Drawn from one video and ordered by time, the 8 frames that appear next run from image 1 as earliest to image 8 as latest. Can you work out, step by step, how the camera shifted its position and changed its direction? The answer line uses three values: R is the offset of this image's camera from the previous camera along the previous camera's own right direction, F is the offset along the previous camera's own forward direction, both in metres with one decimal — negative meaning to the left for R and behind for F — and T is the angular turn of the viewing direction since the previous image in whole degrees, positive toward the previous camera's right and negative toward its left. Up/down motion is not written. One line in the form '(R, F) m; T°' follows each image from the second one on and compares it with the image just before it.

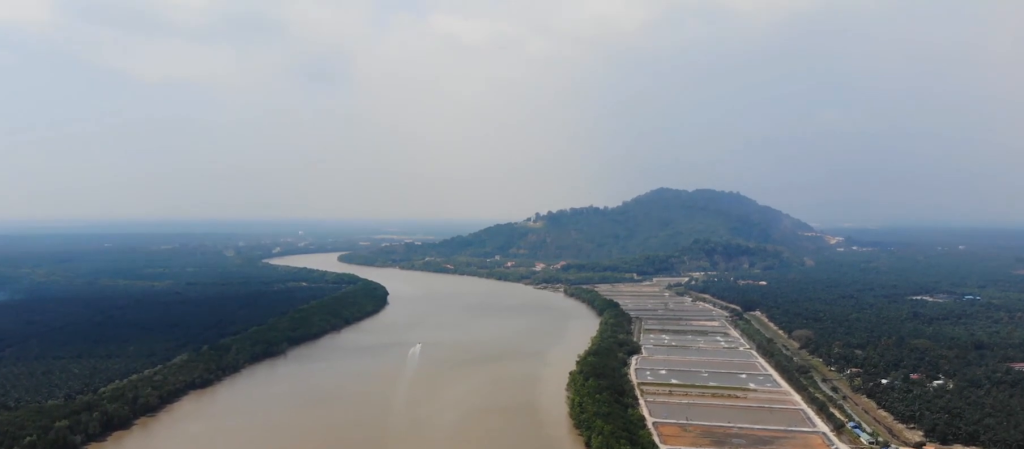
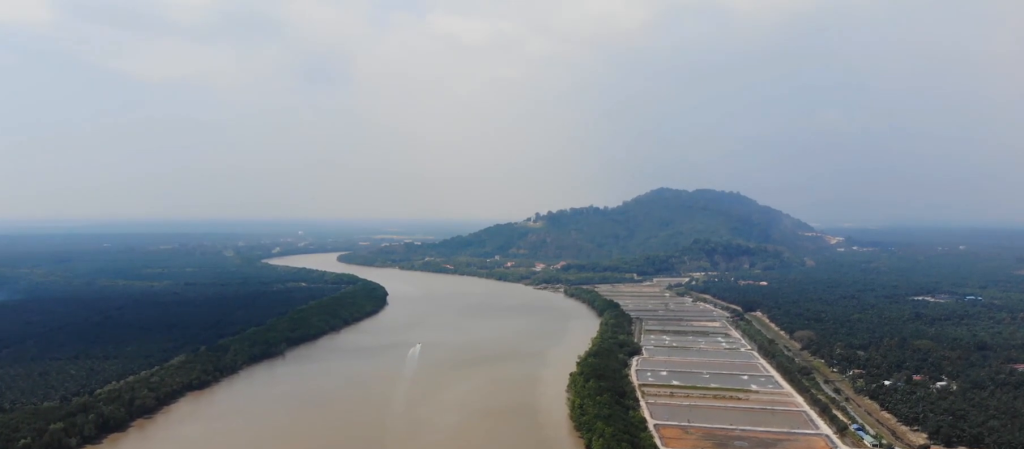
(0.0, +6.1) m; 0°
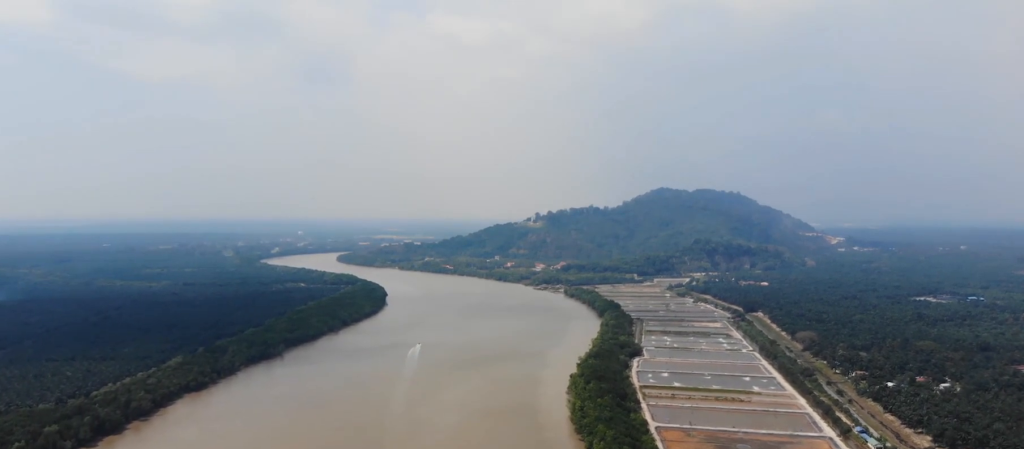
(0.0, +6.5) m; 0°
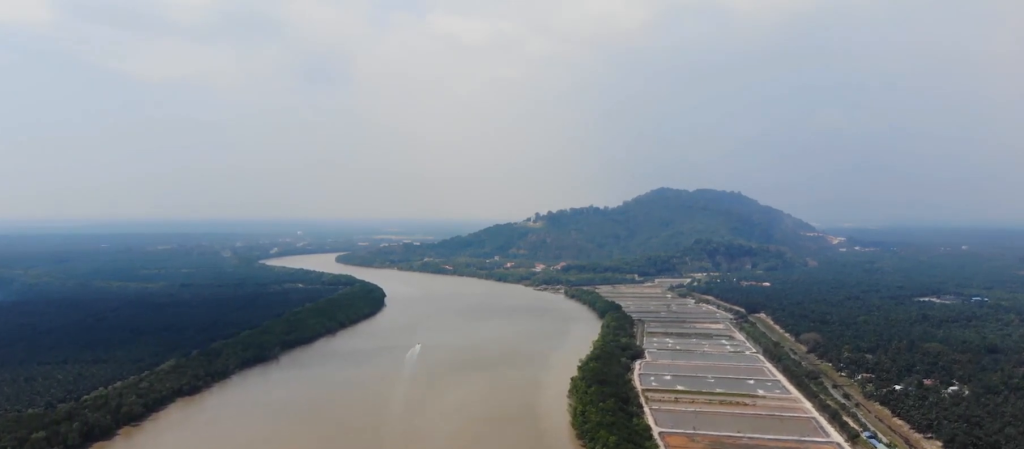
(0.0, +14.8) m; 0°
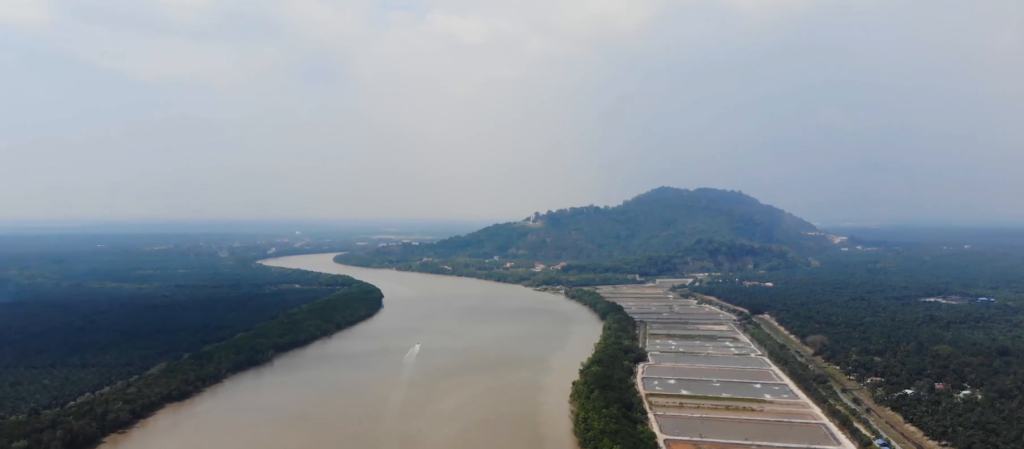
(0.0, +21.4) m; 0°
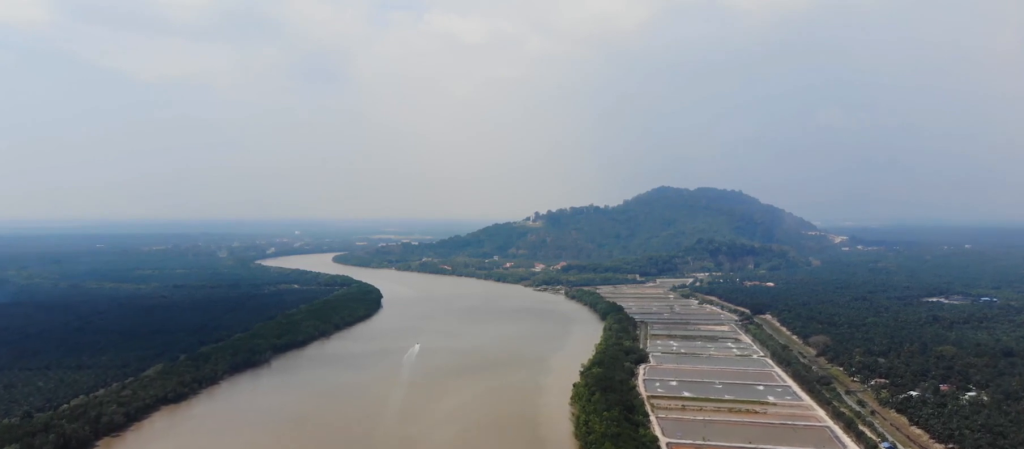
(0.0, +9.1) m; 0°
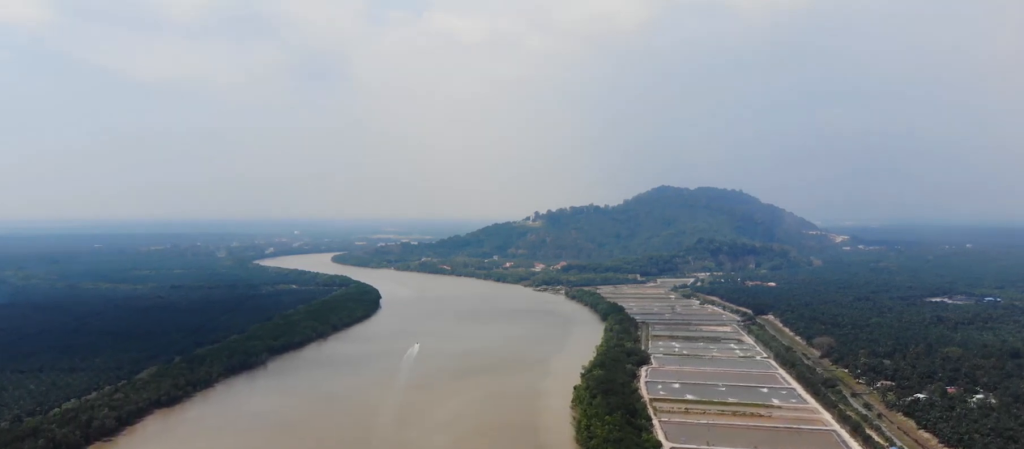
(0.0, +12.6) m; 0°
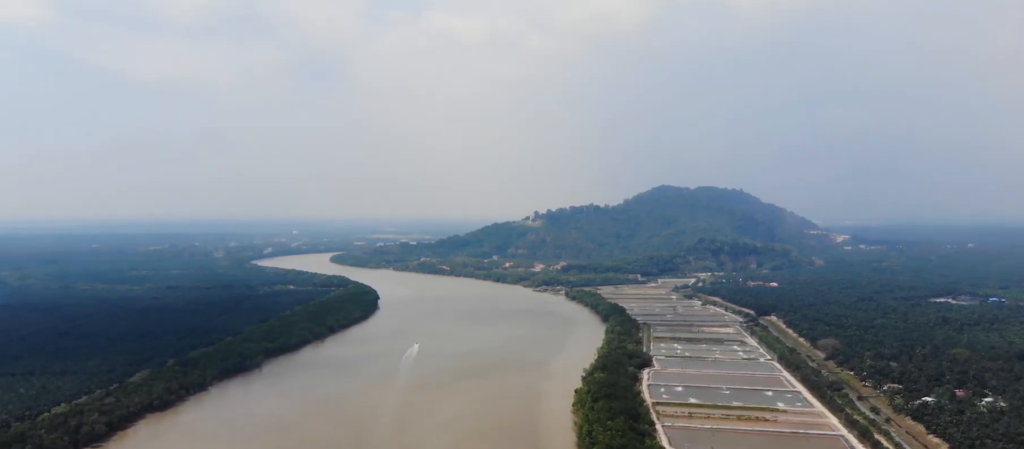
(0.0, +14.7) m; 0°
